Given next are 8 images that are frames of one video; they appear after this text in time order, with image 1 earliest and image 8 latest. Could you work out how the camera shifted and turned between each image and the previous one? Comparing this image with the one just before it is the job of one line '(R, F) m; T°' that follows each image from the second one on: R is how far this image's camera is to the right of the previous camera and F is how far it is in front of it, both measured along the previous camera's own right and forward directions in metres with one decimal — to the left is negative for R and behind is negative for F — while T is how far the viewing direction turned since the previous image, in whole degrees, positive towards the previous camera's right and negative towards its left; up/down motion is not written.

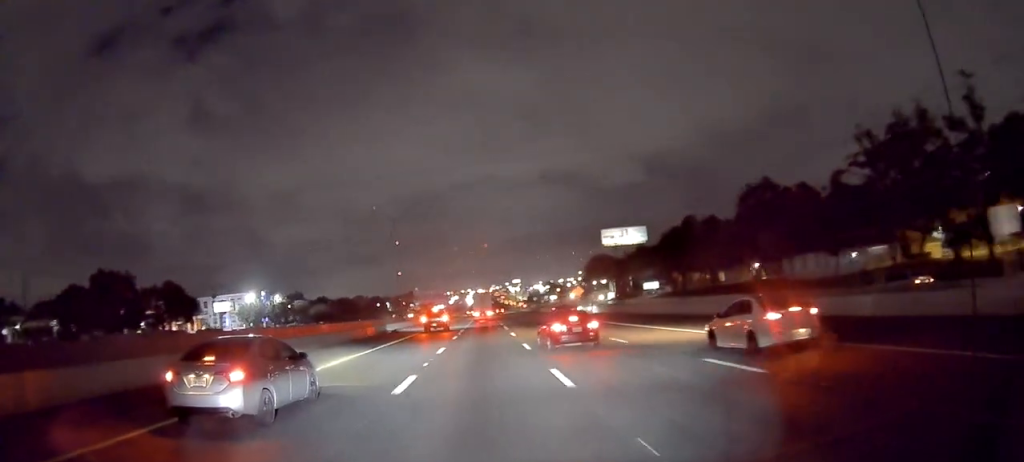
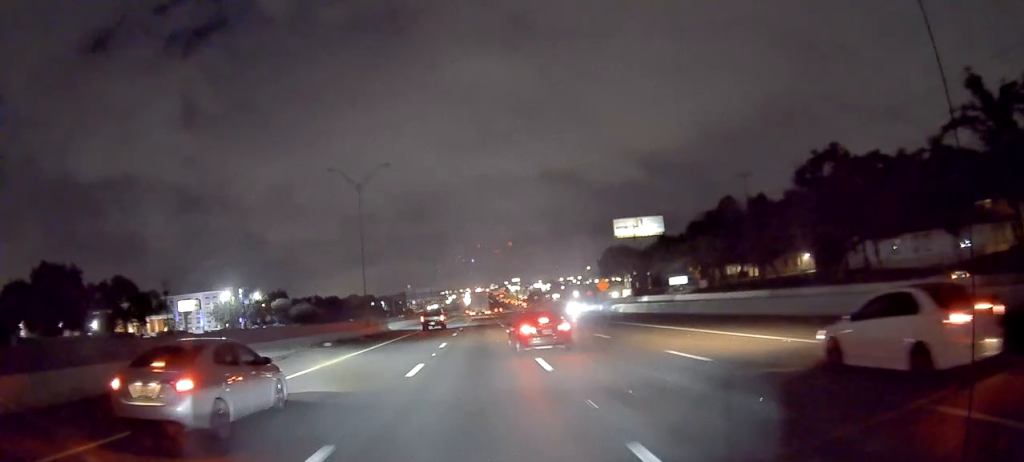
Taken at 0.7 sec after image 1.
(+0.1, +21.9) m; 0°
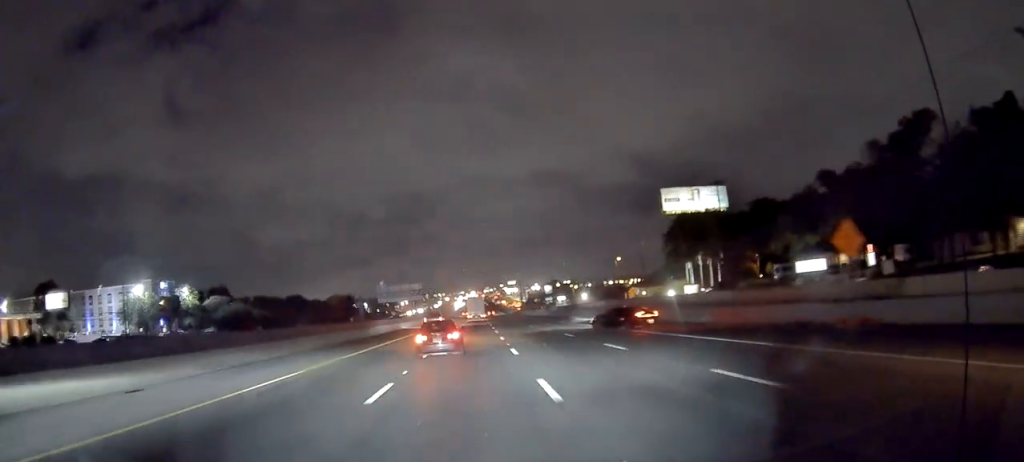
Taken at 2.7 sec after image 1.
(-0.6, +57.2) m; +1°
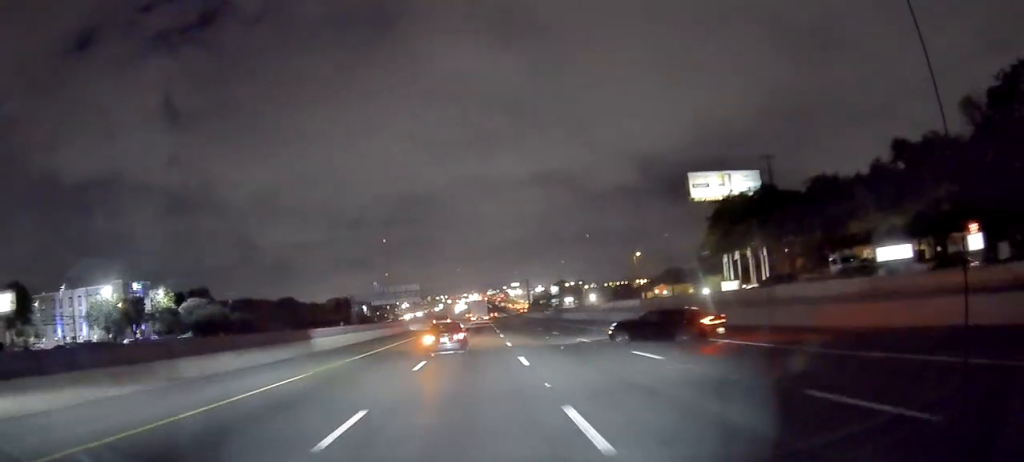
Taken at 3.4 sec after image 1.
(+0.5, +17.4) m; +1°
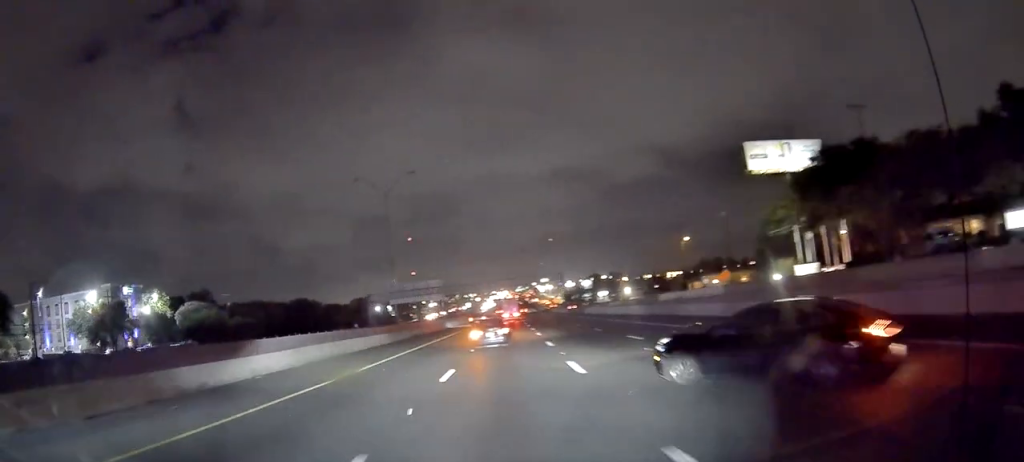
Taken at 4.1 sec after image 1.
(-0.2, +16.0) m; 0°
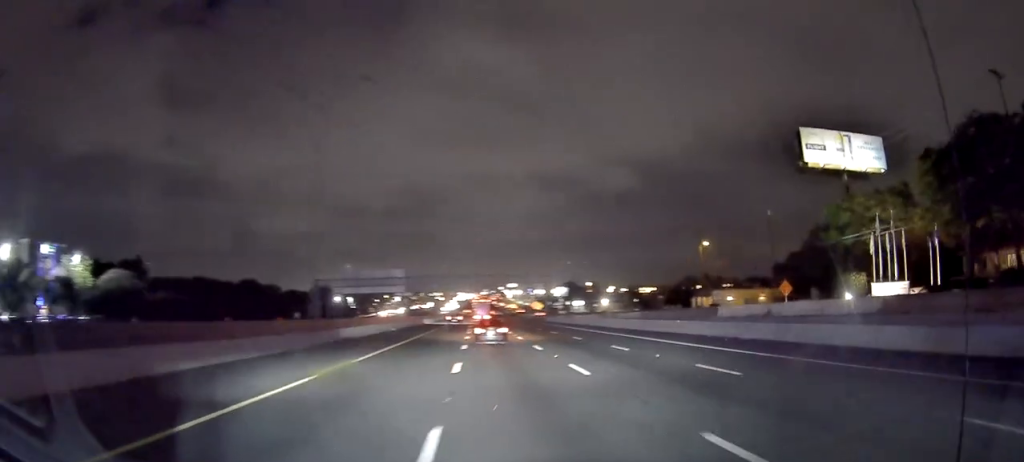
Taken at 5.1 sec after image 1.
(-0.1, +22.3) m; 0°
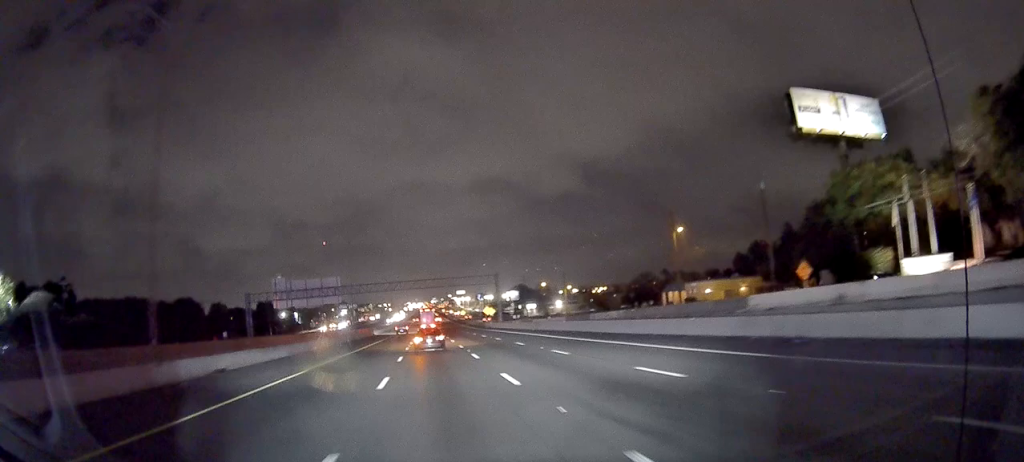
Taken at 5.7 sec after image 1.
(0.0, +12.4) m; 0°
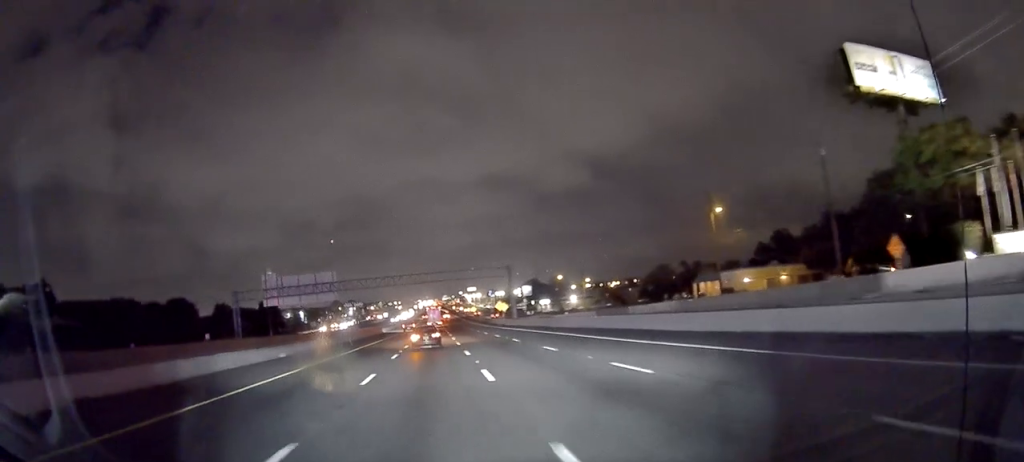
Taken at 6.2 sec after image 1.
(+0.1, +10.2) m; 0°
